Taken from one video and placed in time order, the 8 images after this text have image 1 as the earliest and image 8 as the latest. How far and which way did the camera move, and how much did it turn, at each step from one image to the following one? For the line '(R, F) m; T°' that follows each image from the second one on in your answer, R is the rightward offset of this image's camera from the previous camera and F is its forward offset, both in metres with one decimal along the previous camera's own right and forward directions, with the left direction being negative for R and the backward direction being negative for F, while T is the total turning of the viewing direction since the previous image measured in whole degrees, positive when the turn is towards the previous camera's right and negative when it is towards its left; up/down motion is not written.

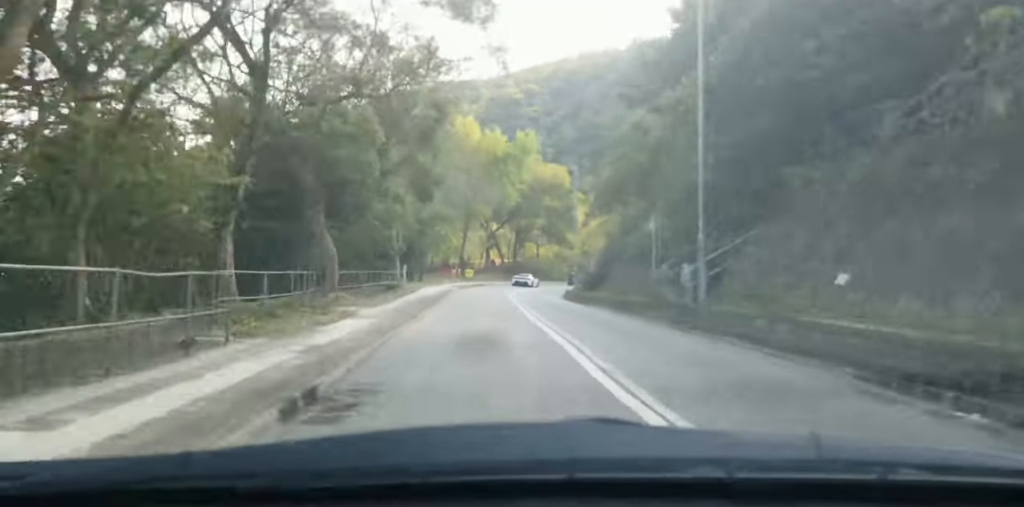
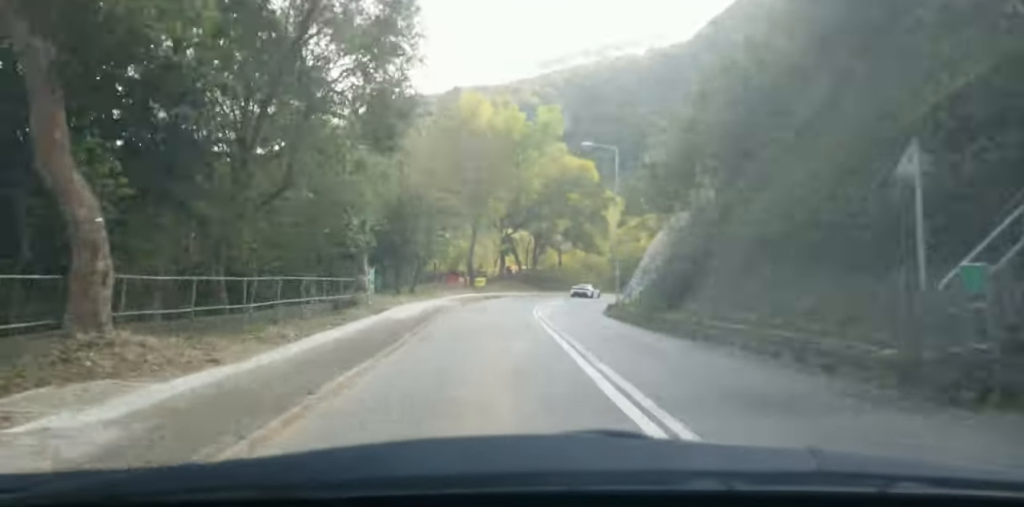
(+0.3, +15.8) m; +1°
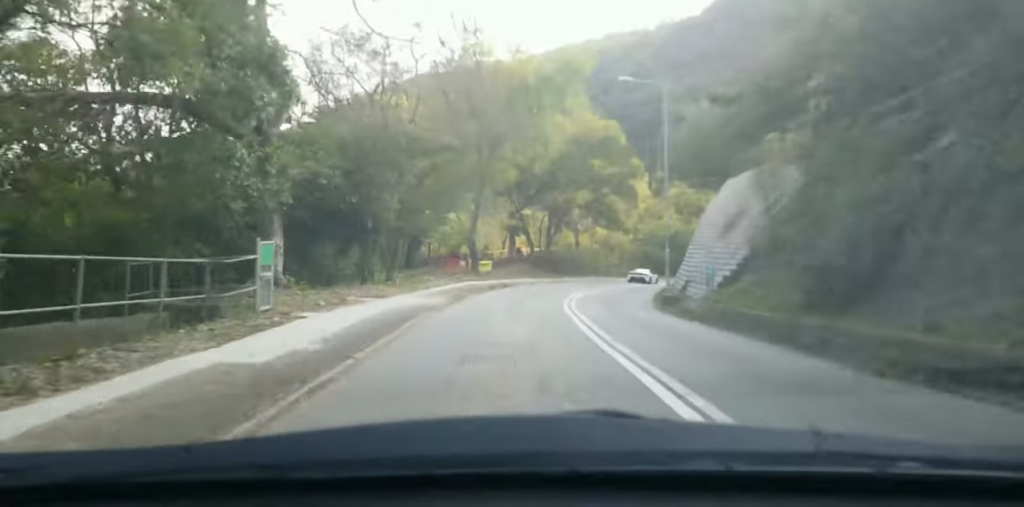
(+0.1, +13.1) m; -1°
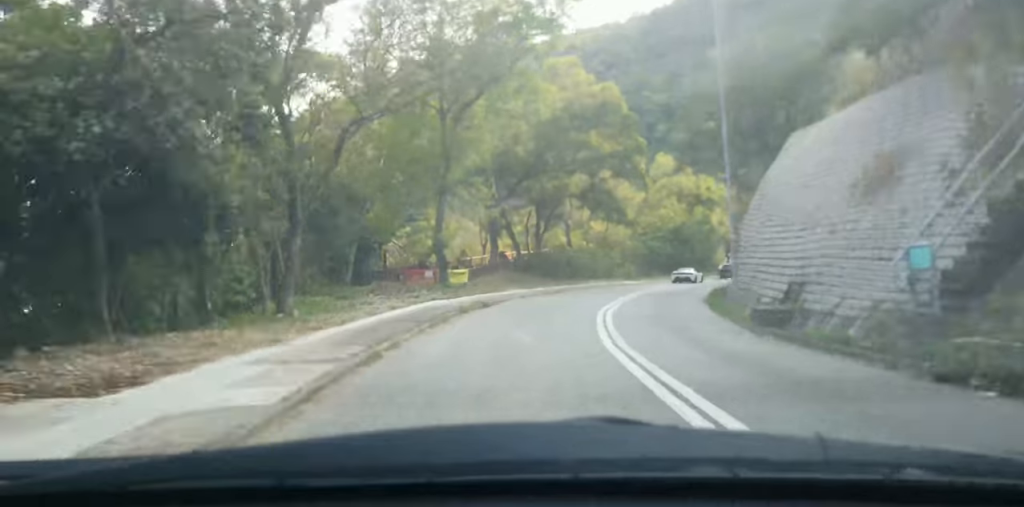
(-0.2, +12.5) m; -2°
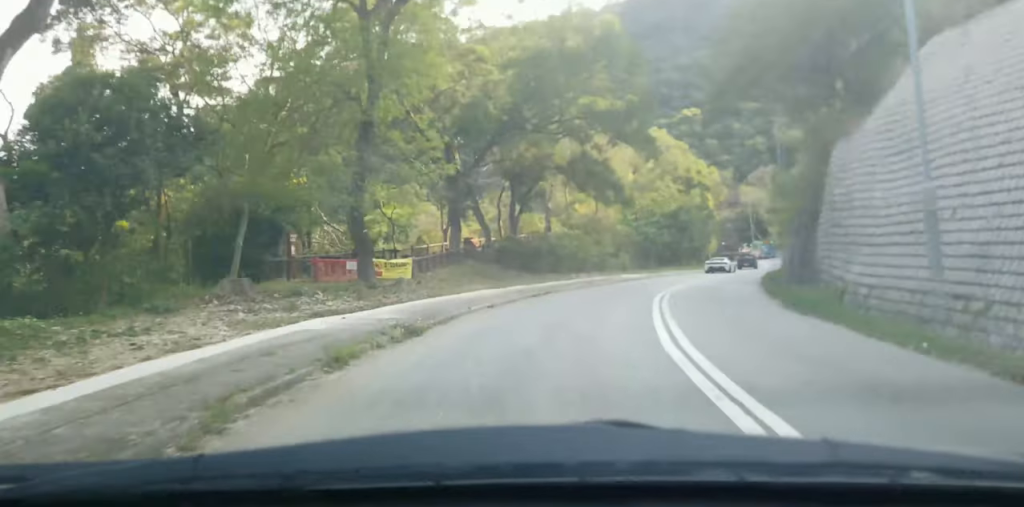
(-0.3, +11.2) m; -1°
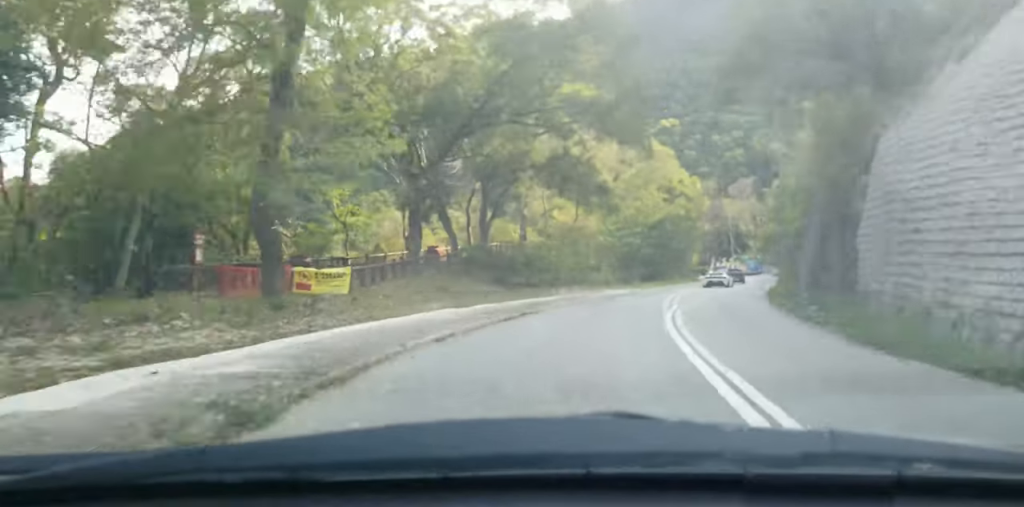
(0.0, +5.2) m; +1°
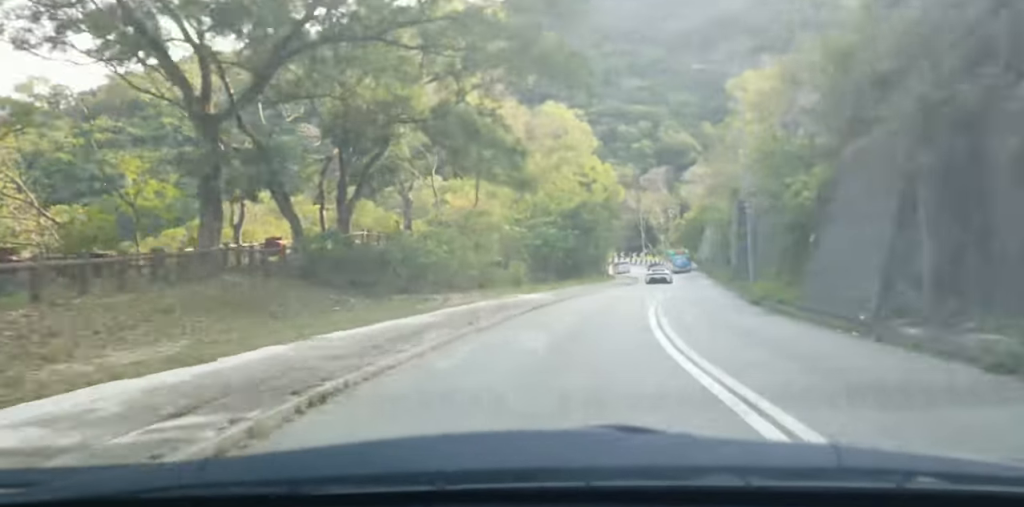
(+0.1, +11.6) m; +4°
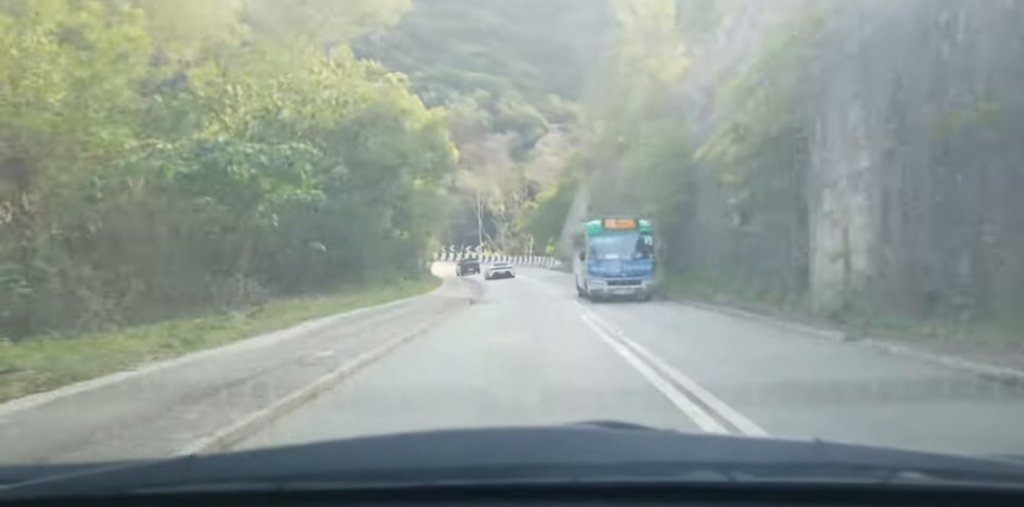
(+6.3, +31.6) m; +21°
